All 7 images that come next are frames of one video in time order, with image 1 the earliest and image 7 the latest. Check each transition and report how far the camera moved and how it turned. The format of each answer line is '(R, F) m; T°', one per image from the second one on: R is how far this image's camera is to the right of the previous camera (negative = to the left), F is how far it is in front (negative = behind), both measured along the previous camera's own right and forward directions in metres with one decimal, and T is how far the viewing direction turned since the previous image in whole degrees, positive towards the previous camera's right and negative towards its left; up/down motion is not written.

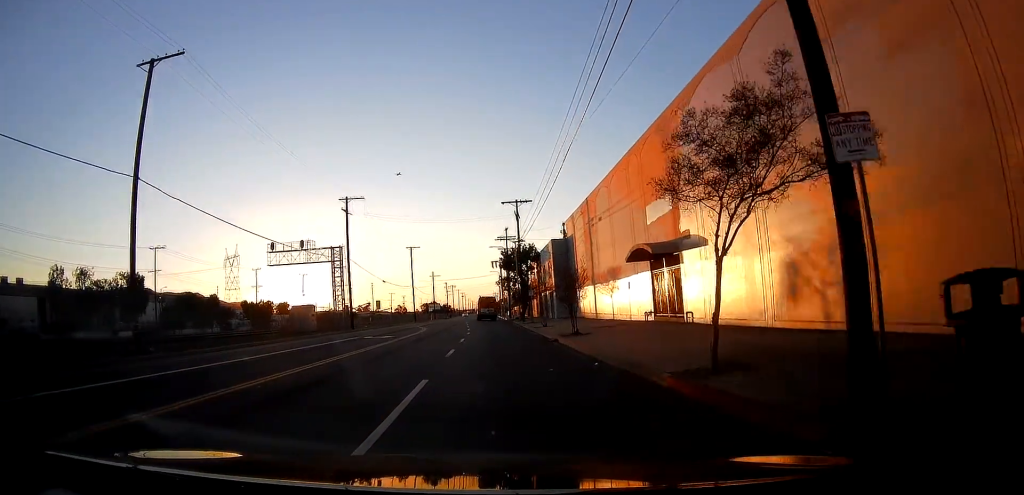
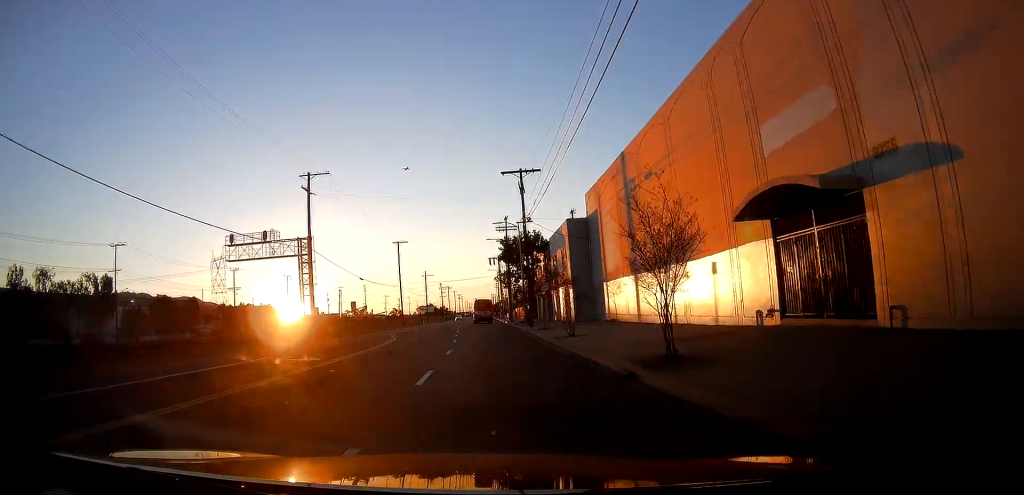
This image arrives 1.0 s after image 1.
(-0.1, +13.8) m; -1°
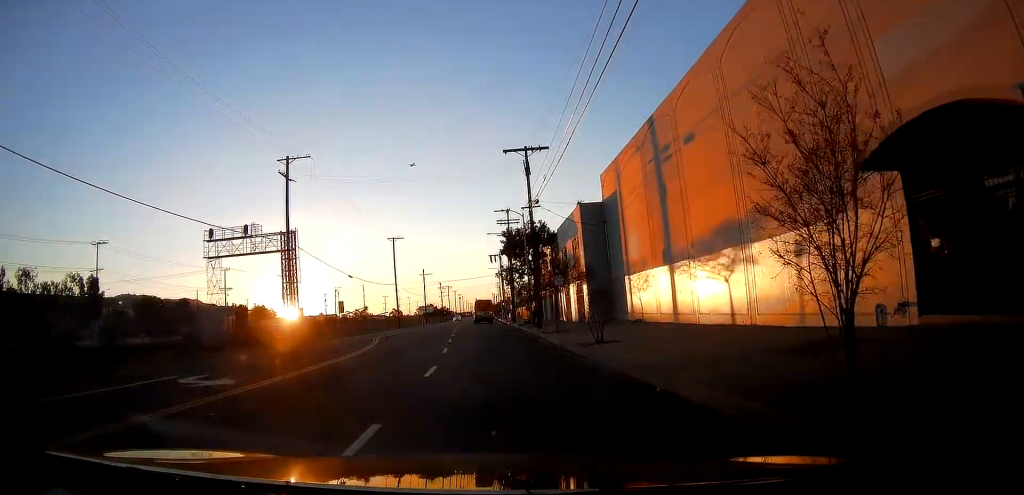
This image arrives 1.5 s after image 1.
(0.0, +6.2) m; 0°
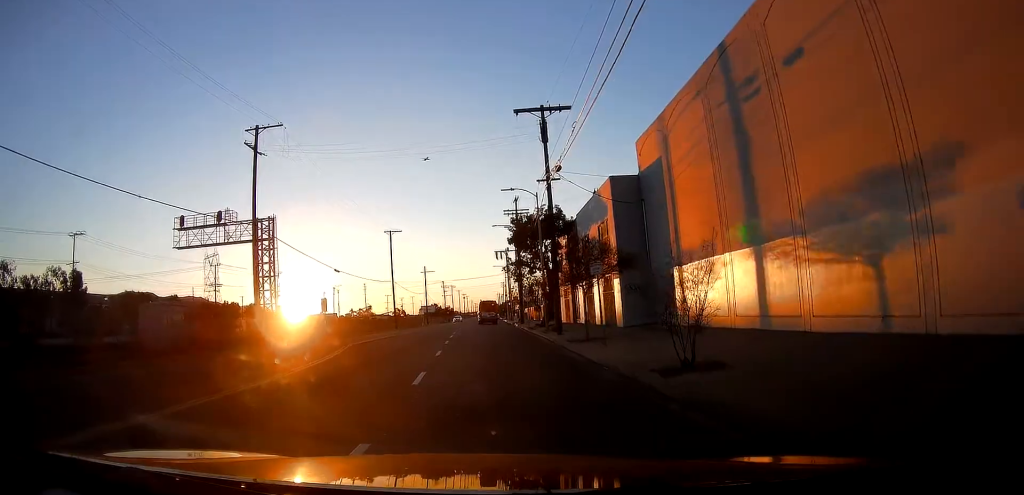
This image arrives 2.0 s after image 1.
(-0.2, +8.4) m; 0°
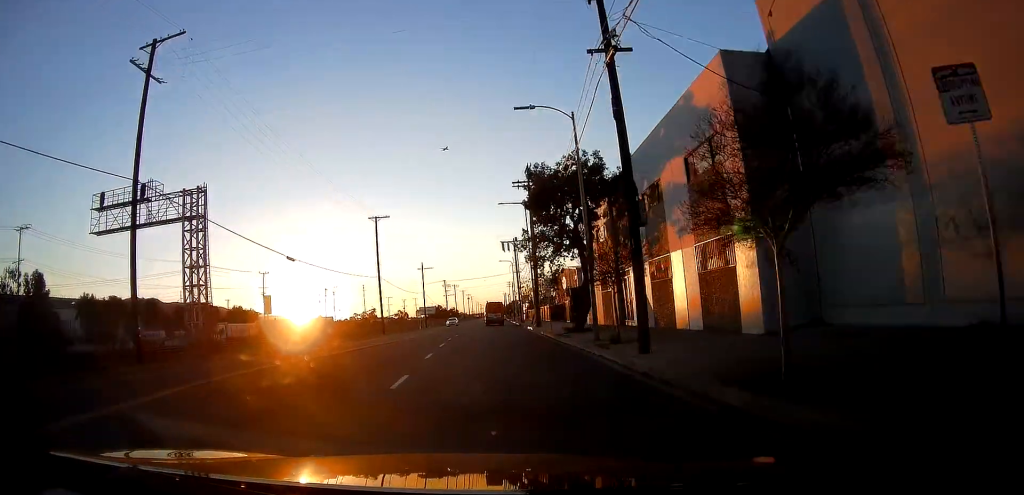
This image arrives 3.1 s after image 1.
(+0.3, +15.5) m; +3°
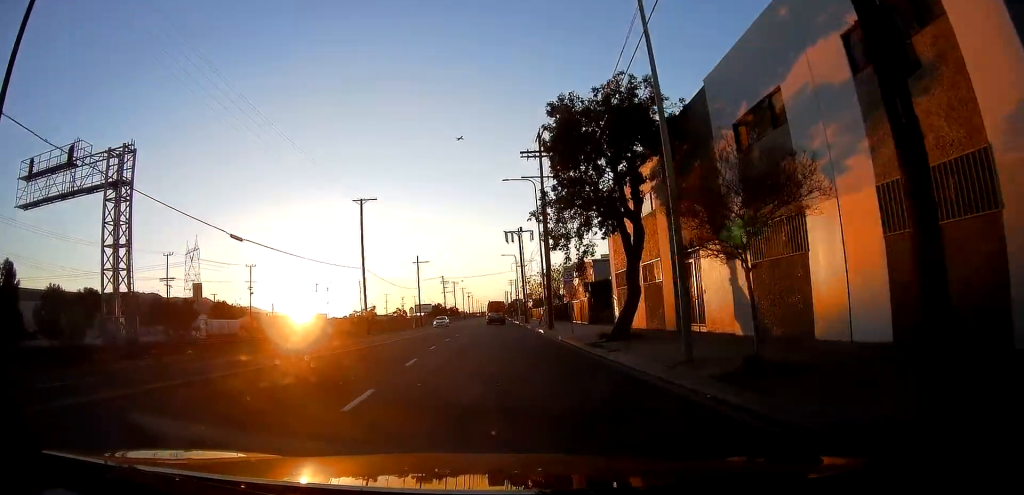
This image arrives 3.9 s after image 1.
(+0.3, +10.3) m; +1°
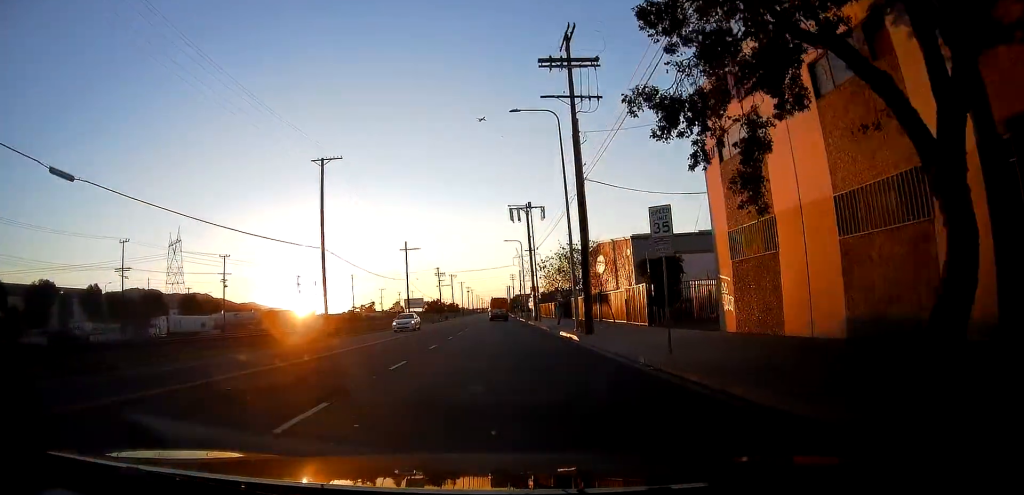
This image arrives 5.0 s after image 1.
(+0.1, +16.8) m; 0°
